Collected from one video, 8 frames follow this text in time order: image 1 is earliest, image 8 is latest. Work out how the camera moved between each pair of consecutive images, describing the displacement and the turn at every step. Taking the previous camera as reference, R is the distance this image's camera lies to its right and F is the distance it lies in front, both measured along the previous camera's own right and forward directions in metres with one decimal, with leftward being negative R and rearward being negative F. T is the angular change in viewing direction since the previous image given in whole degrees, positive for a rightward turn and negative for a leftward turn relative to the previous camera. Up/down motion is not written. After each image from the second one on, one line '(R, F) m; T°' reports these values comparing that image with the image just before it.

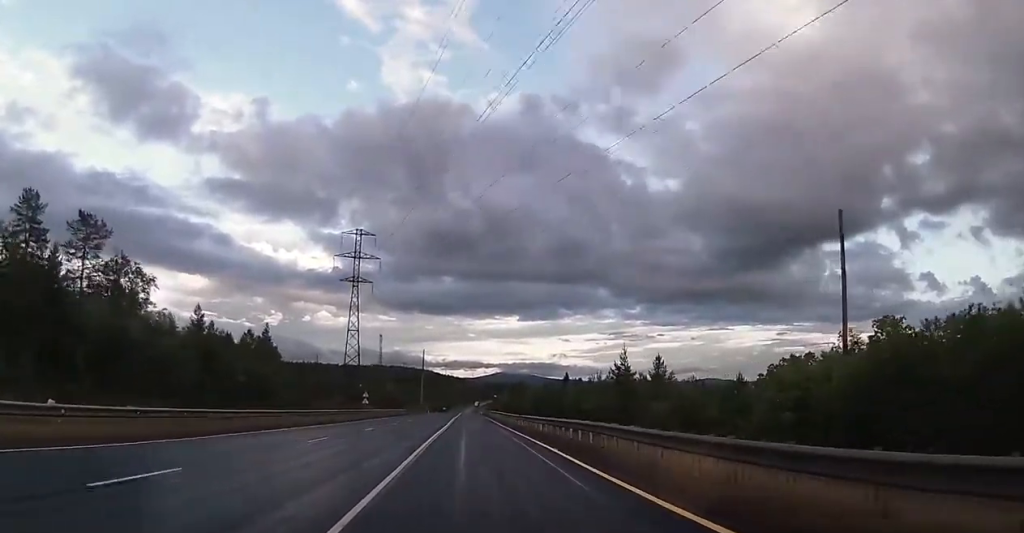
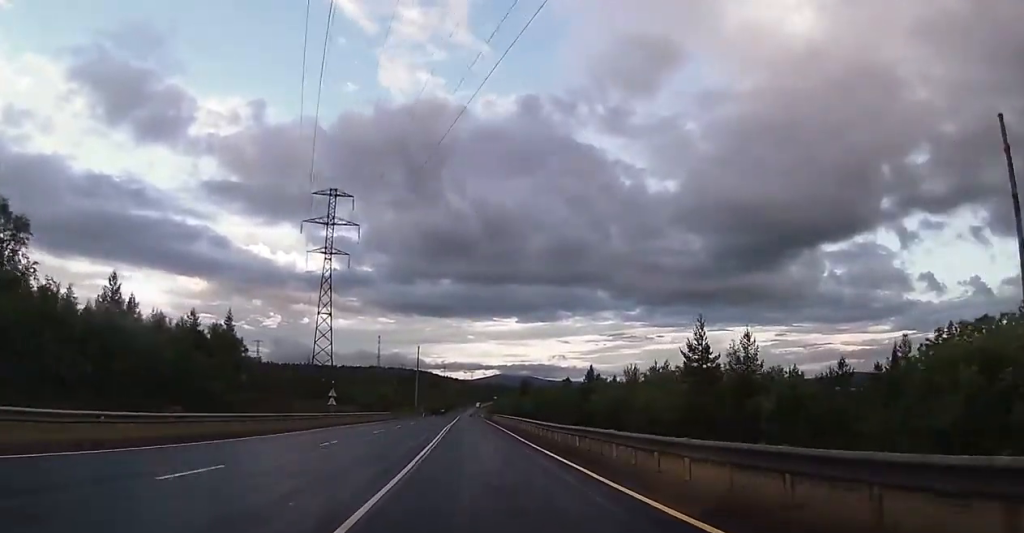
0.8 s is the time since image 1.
(0.0, +20.8) m; 0°
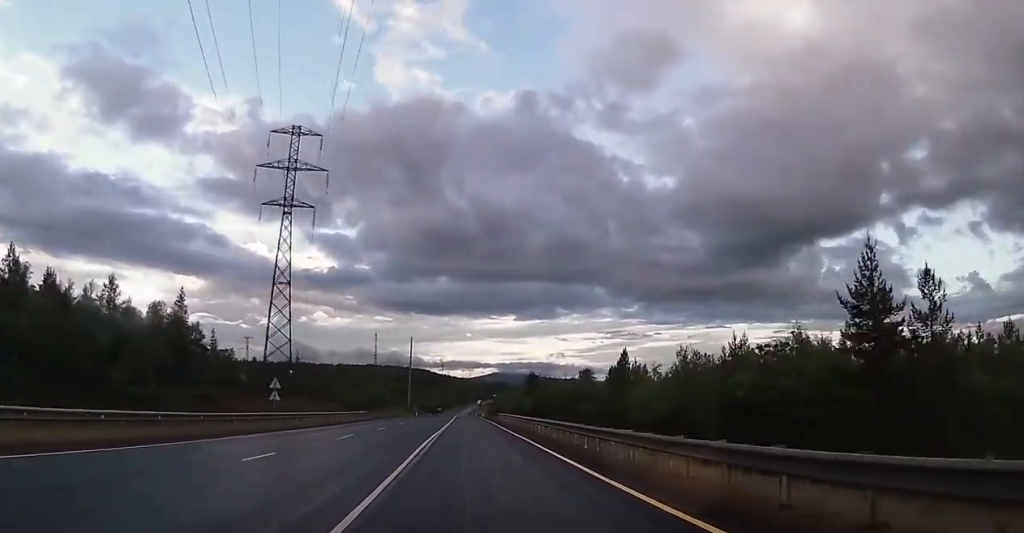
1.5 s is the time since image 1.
(+0.1, +19.4) m; 0°
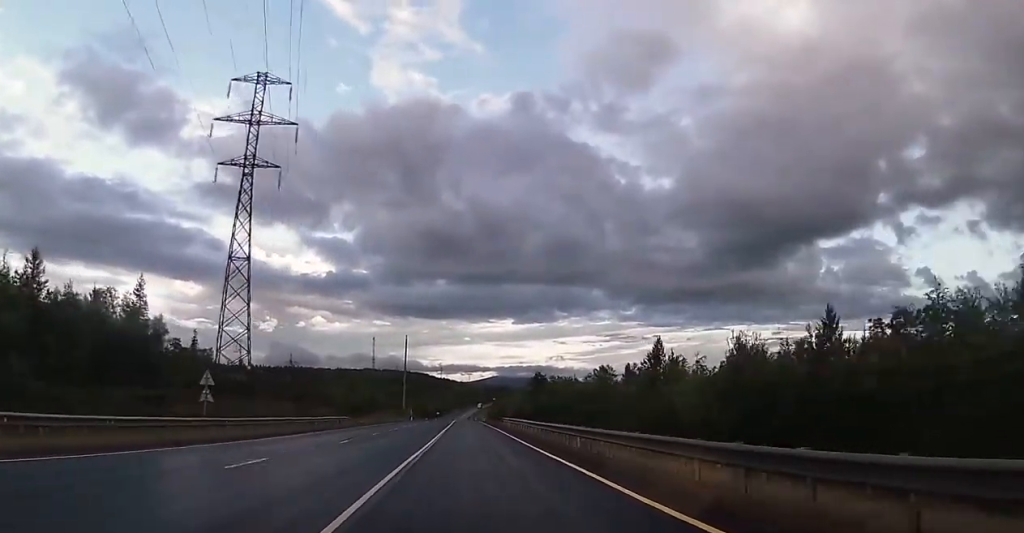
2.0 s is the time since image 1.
(0.0, +12.4) m; 0°
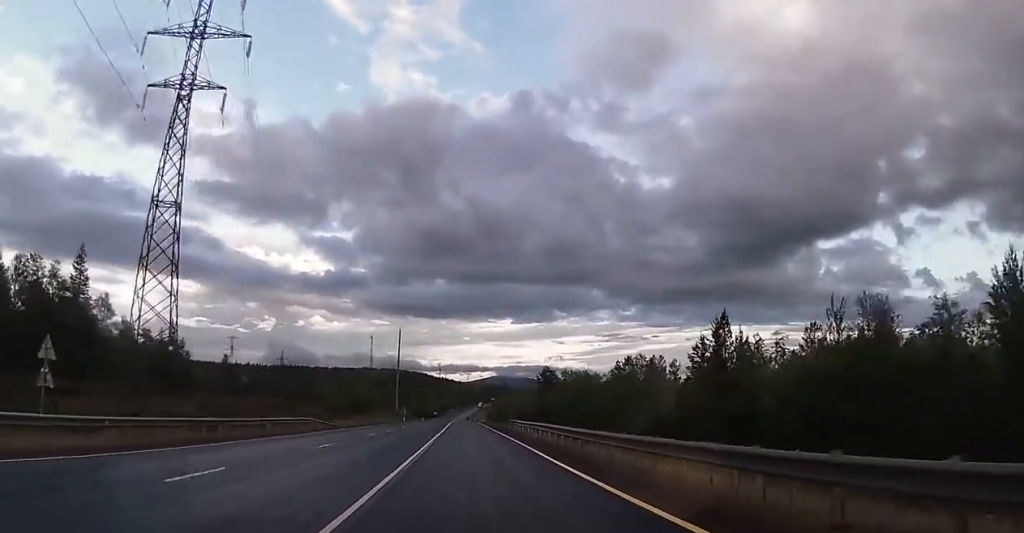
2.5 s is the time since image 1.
(-0.1, +14.3) m; 0°
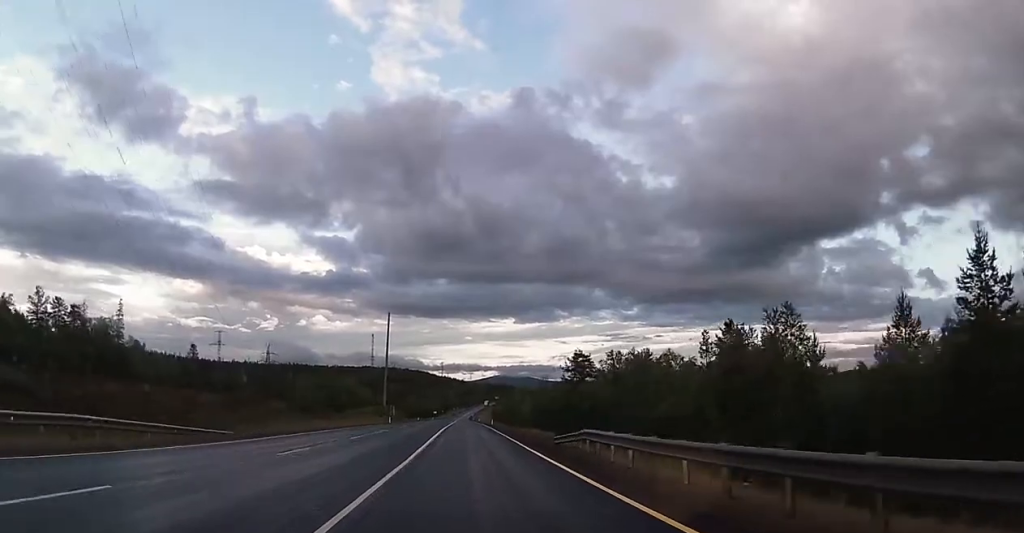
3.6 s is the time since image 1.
(0.0, +28.1) m; 0°
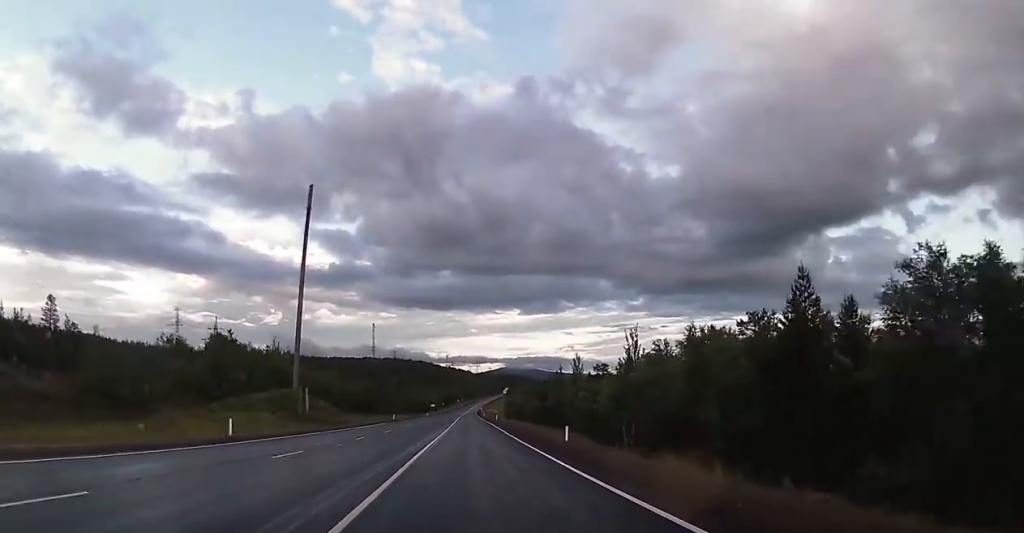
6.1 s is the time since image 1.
(0.0, +71.6) m; 0°
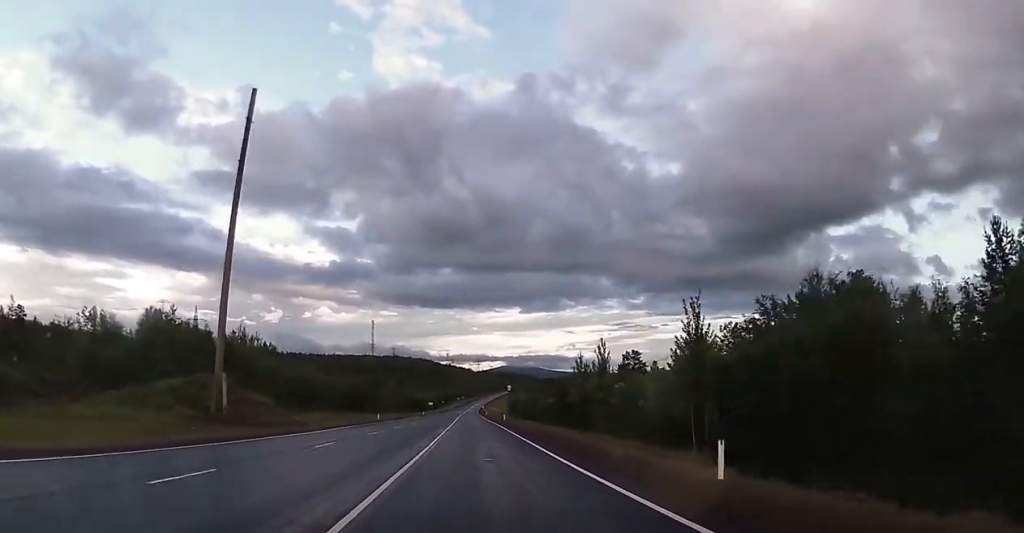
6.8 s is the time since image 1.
(0.0, +19.0) m; 0°
